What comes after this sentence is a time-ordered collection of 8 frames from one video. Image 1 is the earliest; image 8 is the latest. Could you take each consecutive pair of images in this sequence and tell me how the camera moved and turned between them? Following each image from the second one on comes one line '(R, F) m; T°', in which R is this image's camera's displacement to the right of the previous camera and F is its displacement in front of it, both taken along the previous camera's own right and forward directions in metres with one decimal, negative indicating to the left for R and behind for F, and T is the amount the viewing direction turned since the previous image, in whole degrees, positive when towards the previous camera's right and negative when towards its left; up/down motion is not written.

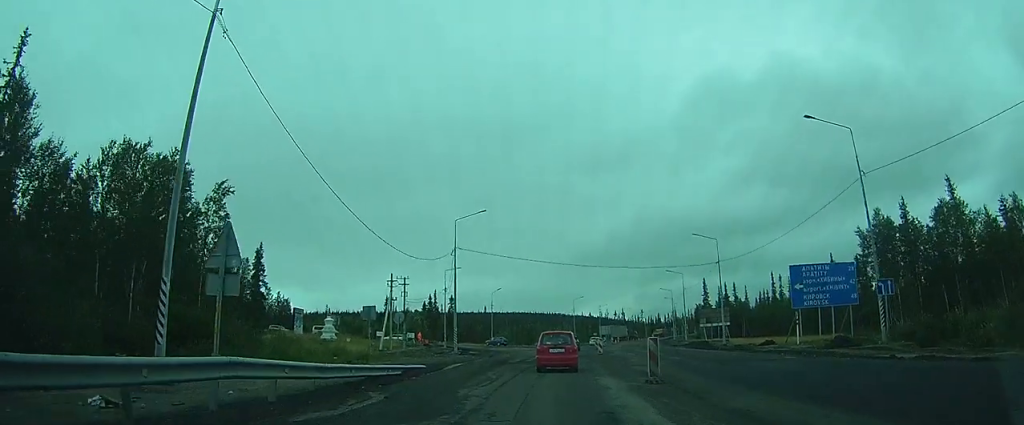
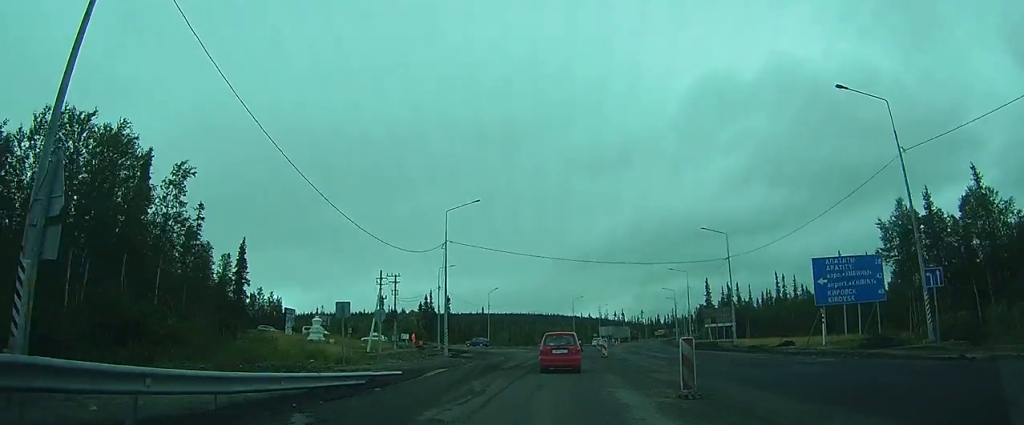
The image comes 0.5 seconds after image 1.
(-0.2, +3.2) m; -1°
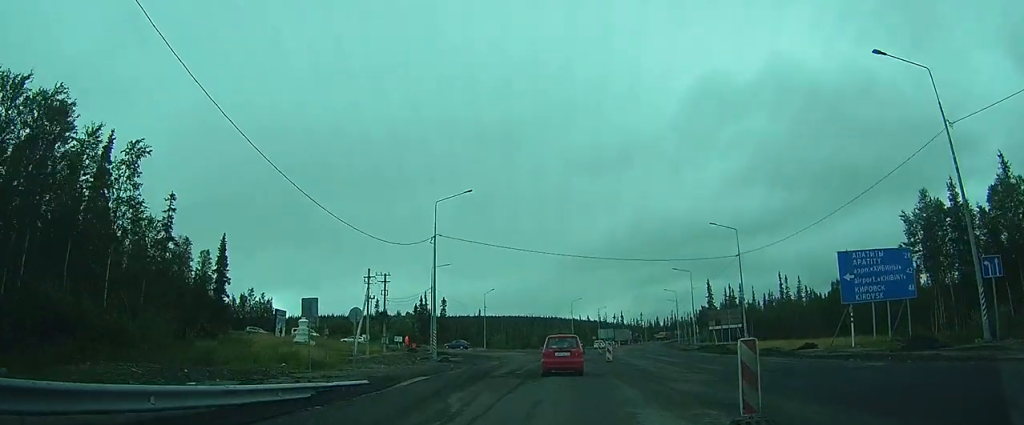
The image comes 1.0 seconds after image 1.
(+0.1, +3.1) m; +2°
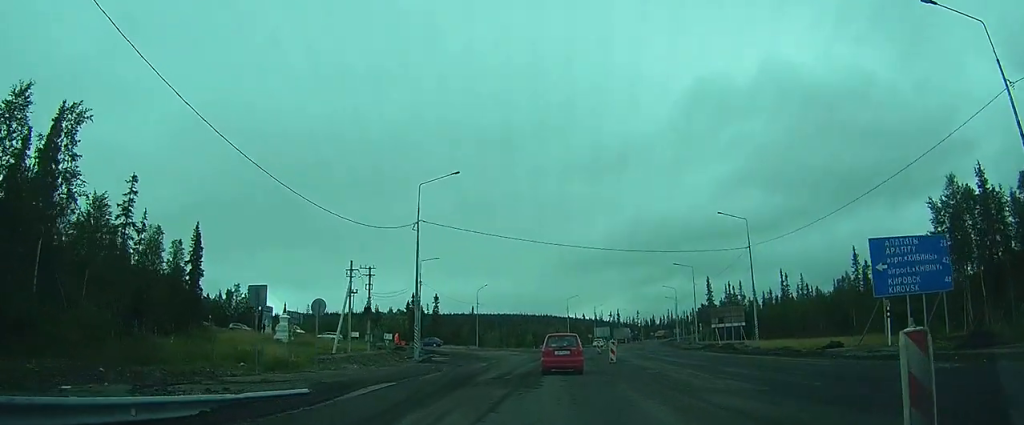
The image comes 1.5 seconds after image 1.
(0.0, +3.4) m; +3°
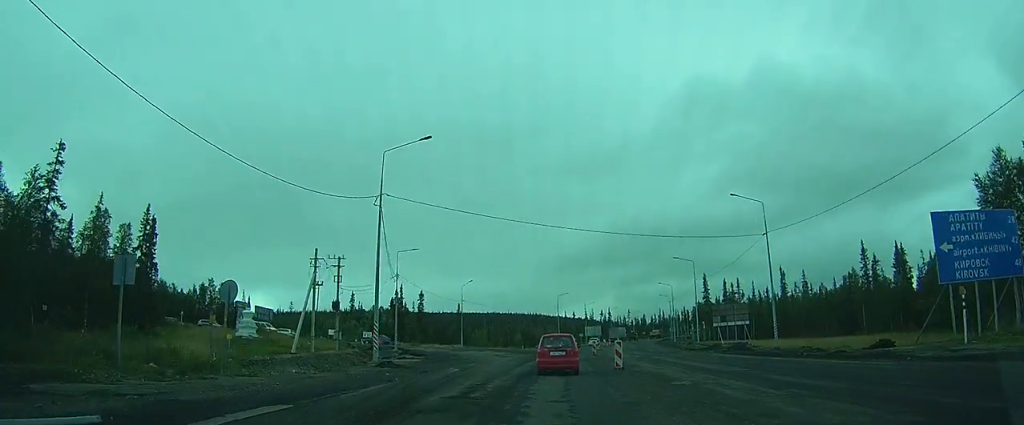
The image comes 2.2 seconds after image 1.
(+0.3, +5.4) m; +2°
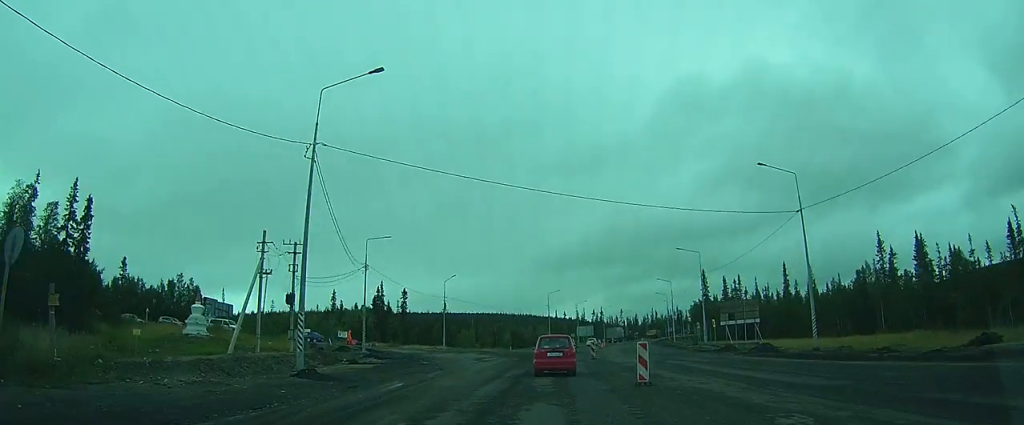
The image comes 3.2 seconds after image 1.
(+0.1, +7.0) m; 0°
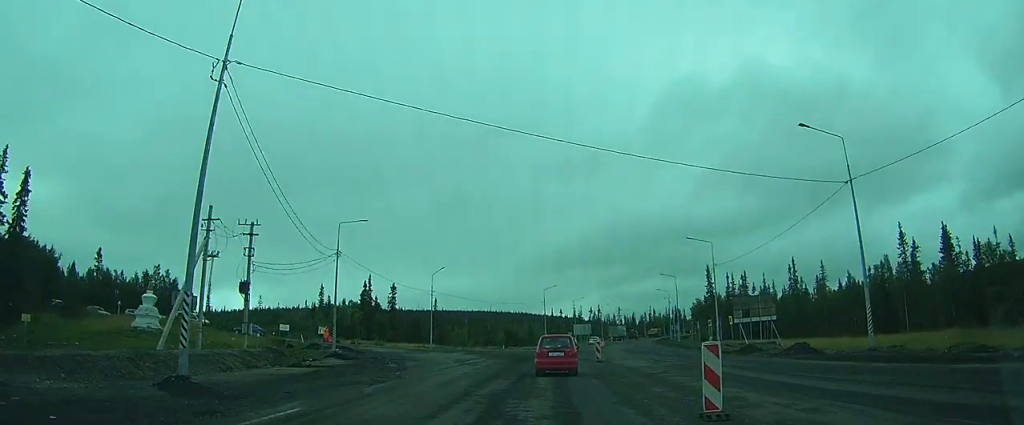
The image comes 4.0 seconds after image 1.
(-0.1, +6.2) m; -1°
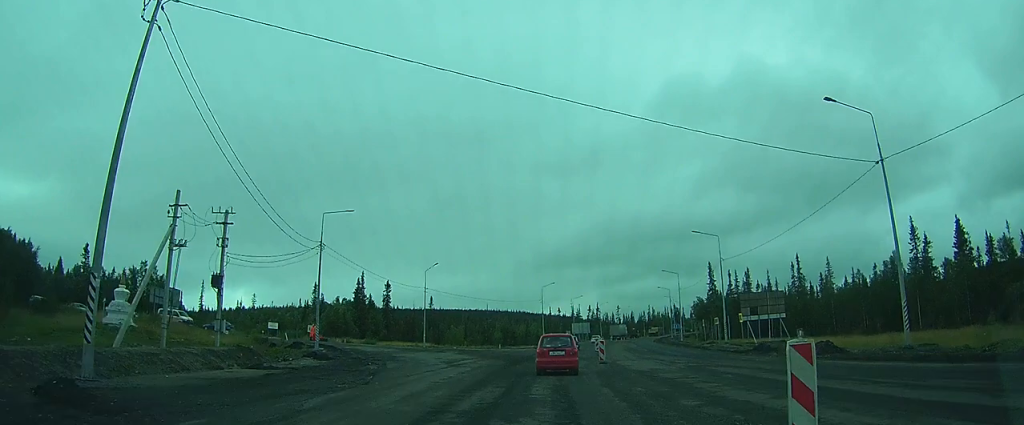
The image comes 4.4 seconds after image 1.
(0.0, +3.0) m; 0°
